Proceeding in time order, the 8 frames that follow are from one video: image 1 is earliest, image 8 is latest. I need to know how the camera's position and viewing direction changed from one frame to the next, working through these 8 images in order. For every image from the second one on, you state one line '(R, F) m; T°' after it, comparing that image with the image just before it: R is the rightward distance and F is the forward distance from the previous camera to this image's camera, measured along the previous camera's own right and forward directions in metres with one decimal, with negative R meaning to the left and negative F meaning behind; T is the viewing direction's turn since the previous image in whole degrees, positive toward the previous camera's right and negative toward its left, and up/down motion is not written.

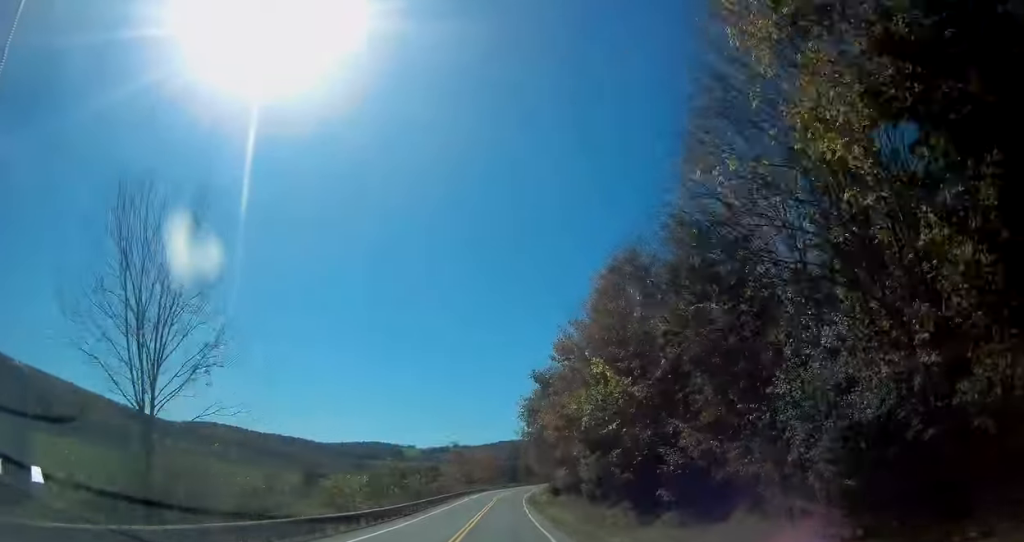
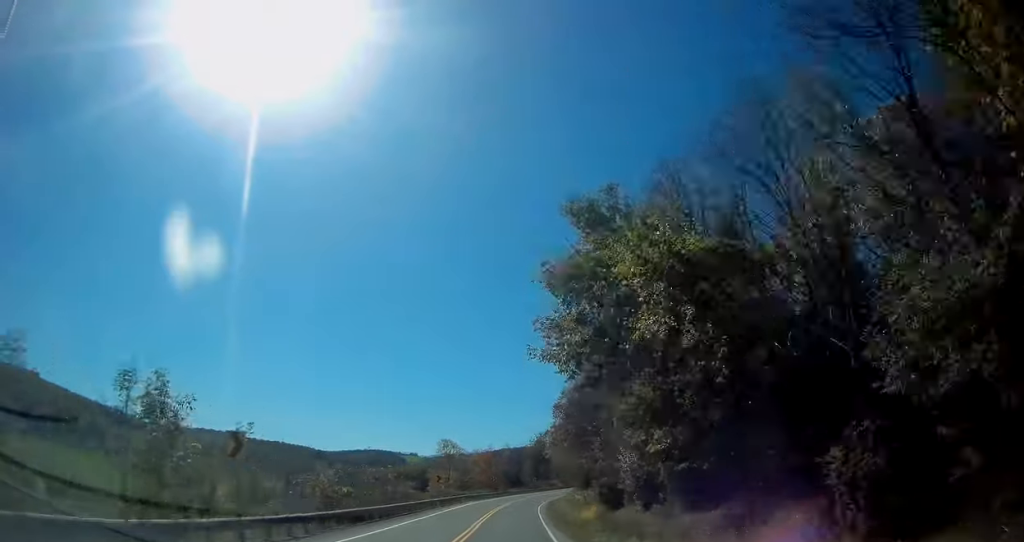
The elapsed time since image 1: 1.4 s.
(-0.2, +35.8) m; 0°
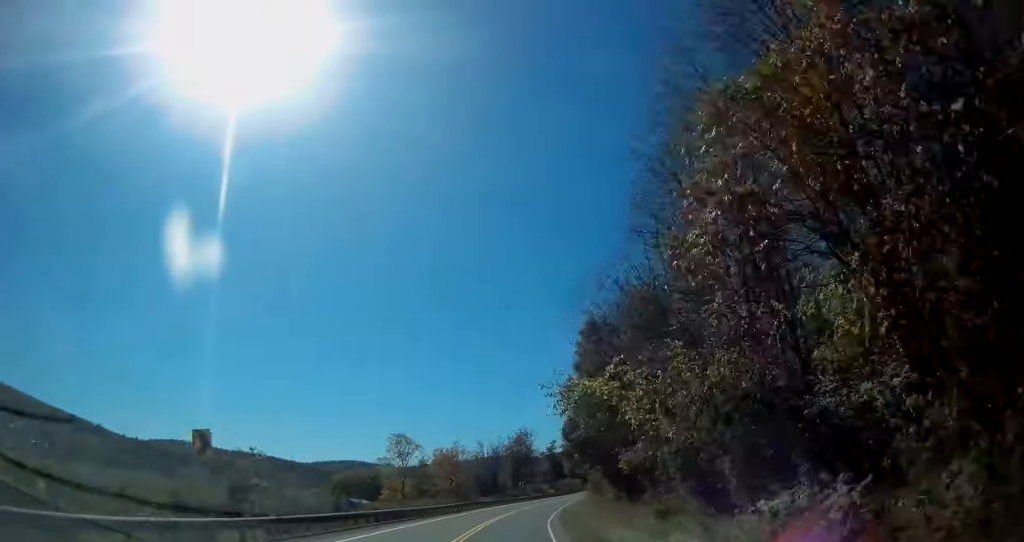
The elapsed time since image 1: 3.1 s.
(+0.2, +41.3) m; 0°
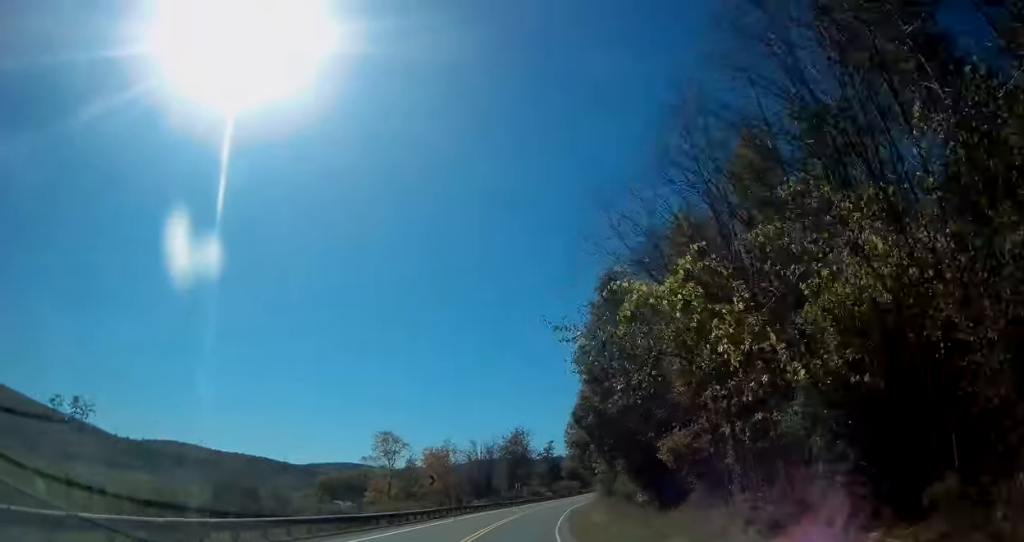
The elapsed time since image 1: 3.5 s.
(-0.2, +10.1) m; 0°
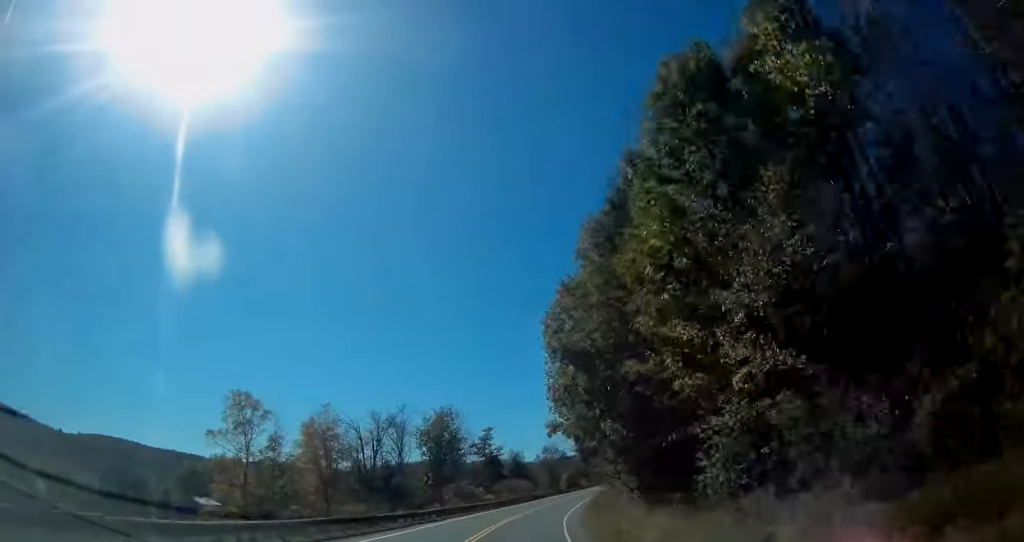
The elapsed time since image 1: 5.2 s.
(+1.4, +44.0) m; +4°
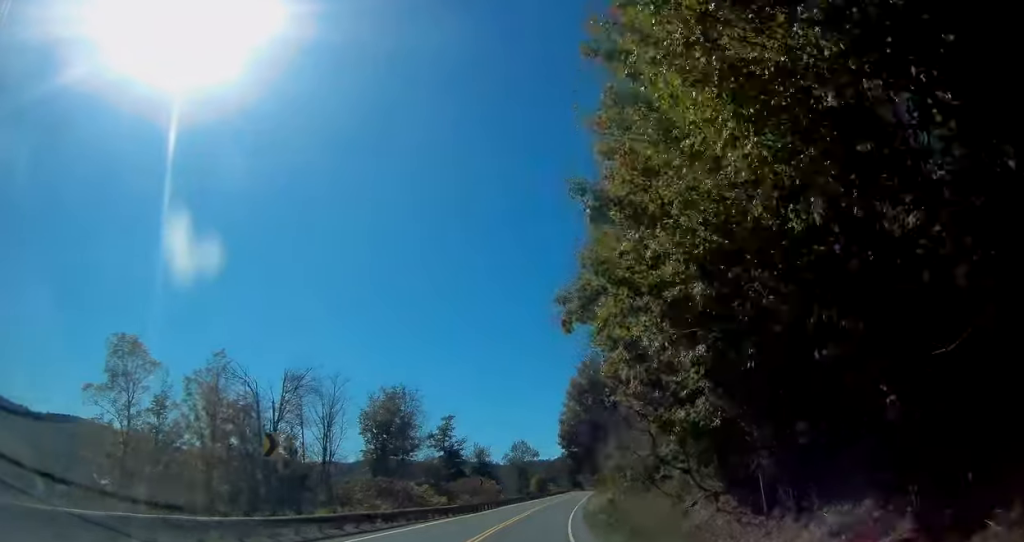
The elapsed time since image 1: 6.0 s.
(+0.4, +21.4) m; +3°
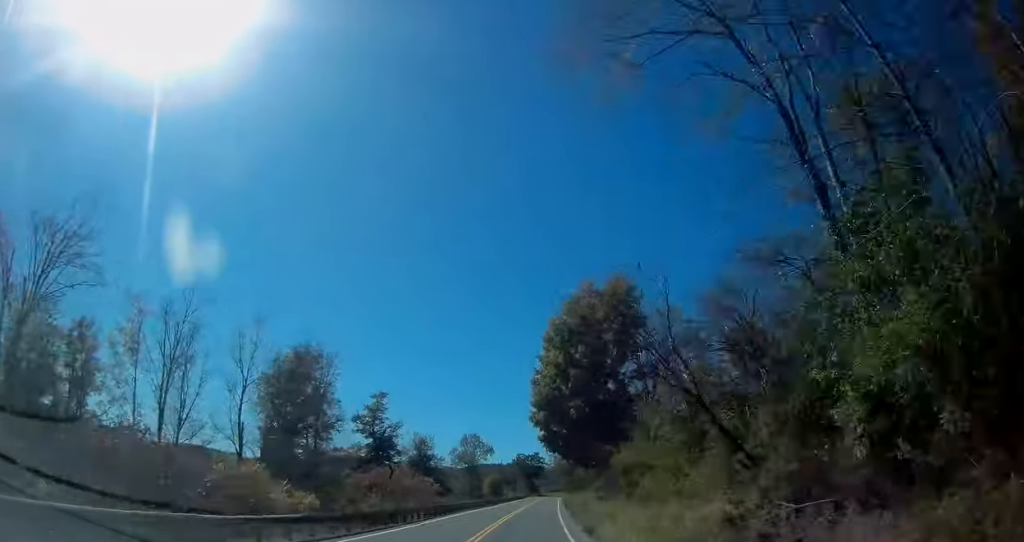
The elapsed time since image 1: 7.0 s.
(+0.7, +25.0) m; +4°
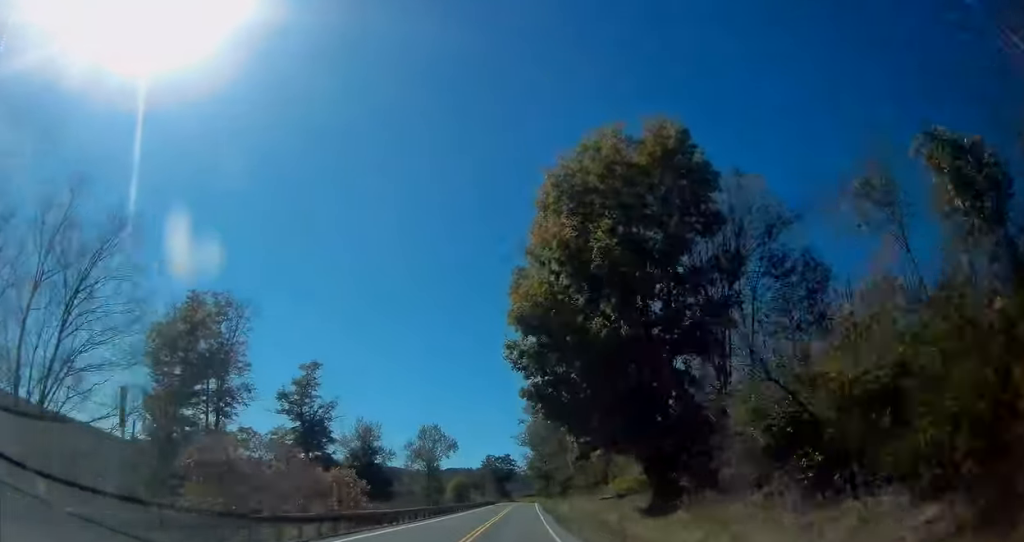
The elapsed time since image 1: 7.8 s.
(+0.4, +20.1) m; +3°
